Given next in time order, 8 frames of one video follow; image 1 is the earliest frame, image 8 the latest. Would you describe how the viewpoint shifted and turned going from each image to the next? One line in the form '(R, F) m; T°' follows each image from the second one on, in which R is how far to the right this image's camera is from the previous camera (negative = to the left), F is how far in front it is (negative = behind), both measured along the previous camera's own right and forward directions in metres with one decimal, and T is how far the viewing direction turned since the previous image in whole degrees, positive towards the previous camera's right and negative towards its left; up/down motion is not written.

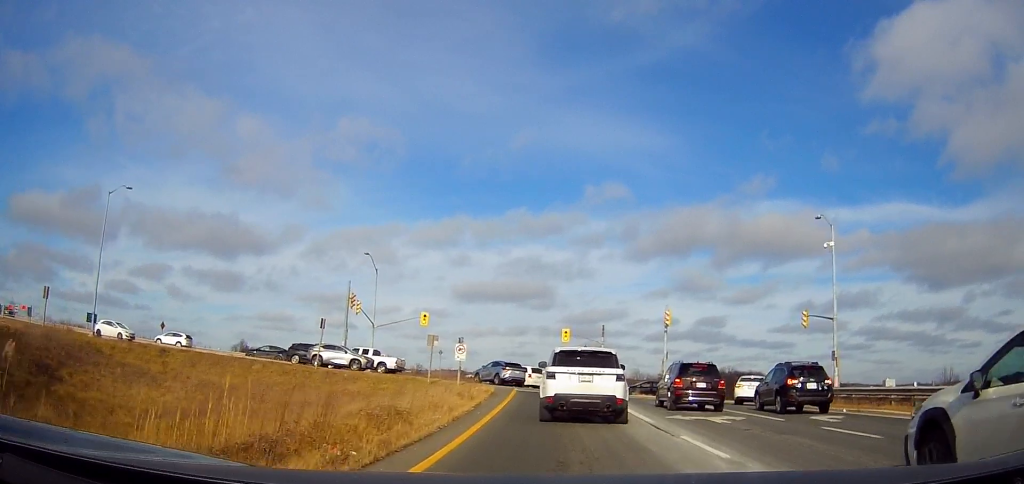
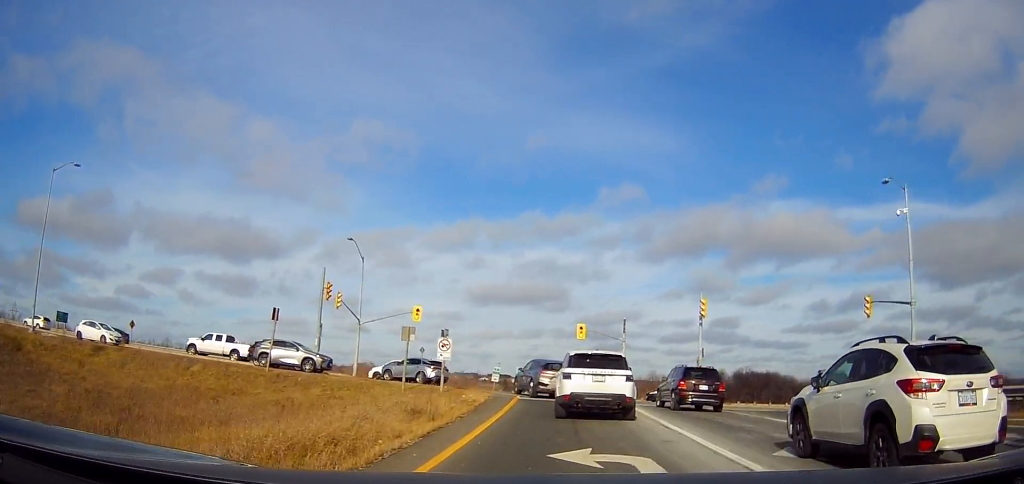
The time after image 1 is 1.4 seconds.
(+0.1, +8.9) m; +1°
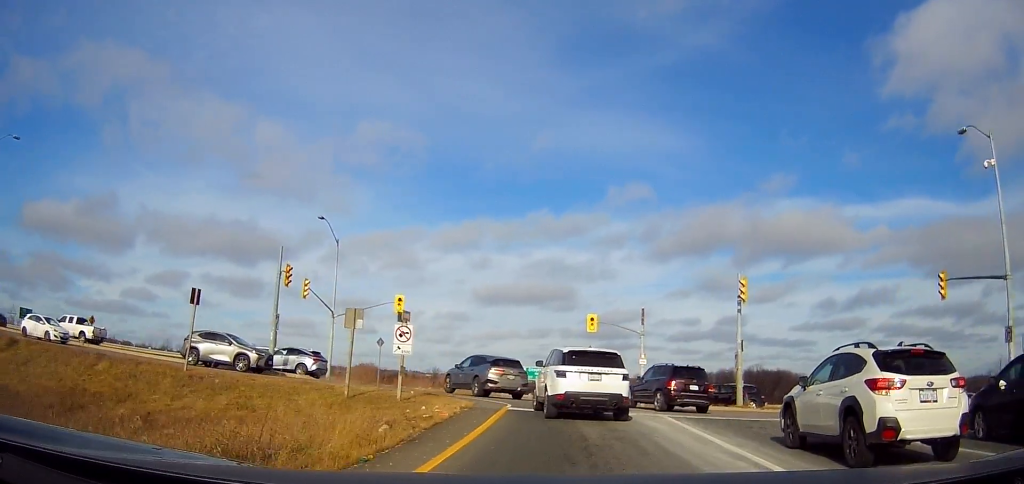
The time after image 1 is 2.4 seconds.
(-0.2, +8.3) m; -2°
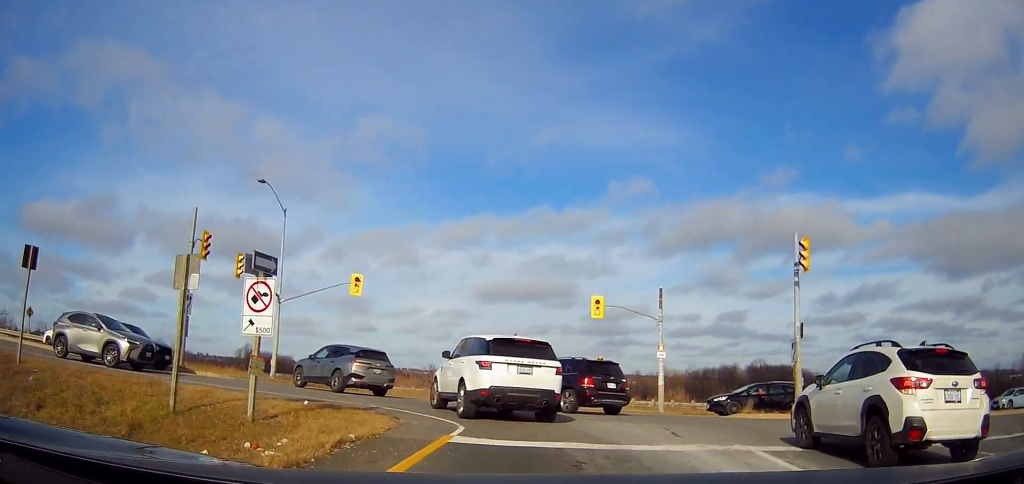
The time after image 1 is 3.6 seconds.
(-0.1, +9.1) m; -4°
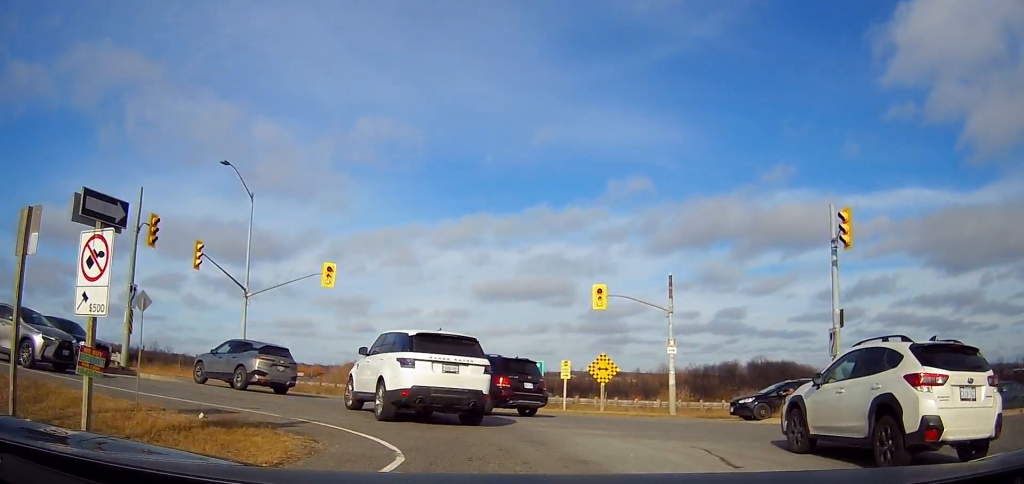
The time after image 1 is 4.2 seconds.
(-0.3, +3.8) m; -1°
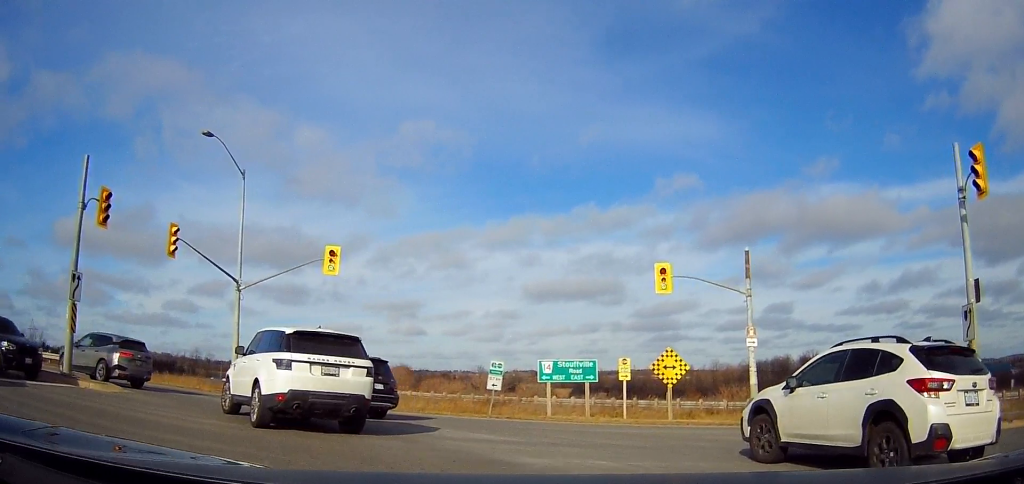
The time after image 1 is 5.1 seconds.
(-0.1, +5.9) m; -6°
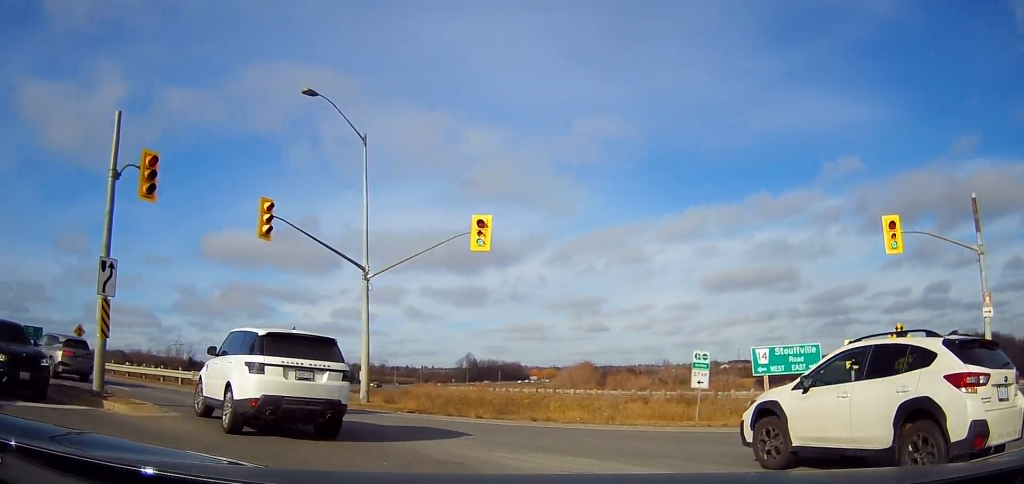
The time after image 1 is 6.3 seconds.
(-0.8, +5.8) m; -17°
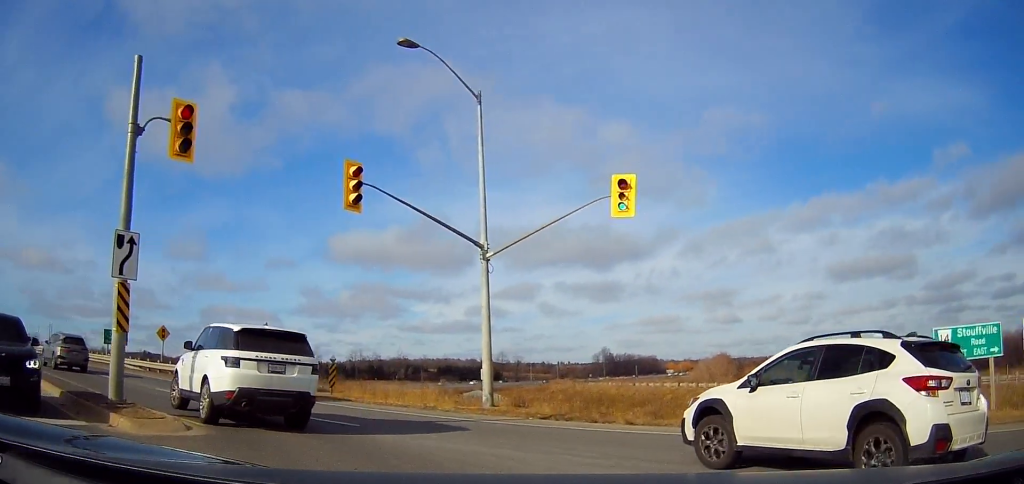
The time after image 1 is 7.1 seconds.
(-0.5, +4.1) m; -13°
